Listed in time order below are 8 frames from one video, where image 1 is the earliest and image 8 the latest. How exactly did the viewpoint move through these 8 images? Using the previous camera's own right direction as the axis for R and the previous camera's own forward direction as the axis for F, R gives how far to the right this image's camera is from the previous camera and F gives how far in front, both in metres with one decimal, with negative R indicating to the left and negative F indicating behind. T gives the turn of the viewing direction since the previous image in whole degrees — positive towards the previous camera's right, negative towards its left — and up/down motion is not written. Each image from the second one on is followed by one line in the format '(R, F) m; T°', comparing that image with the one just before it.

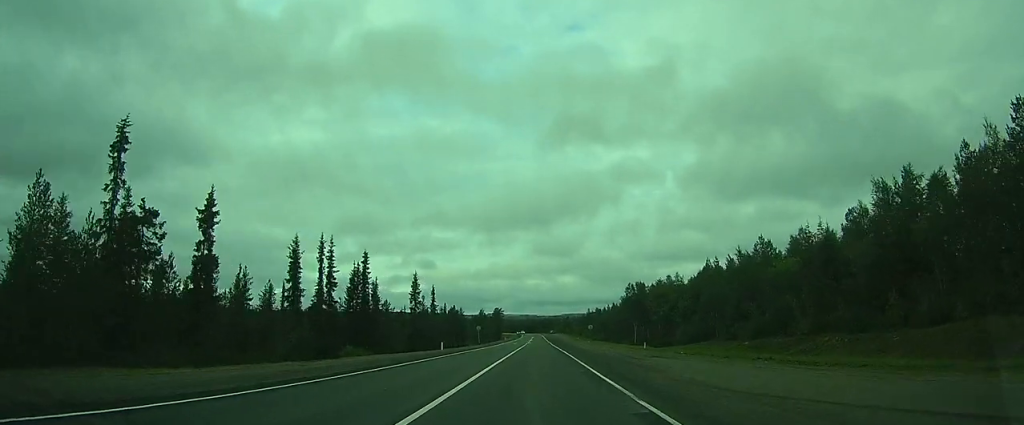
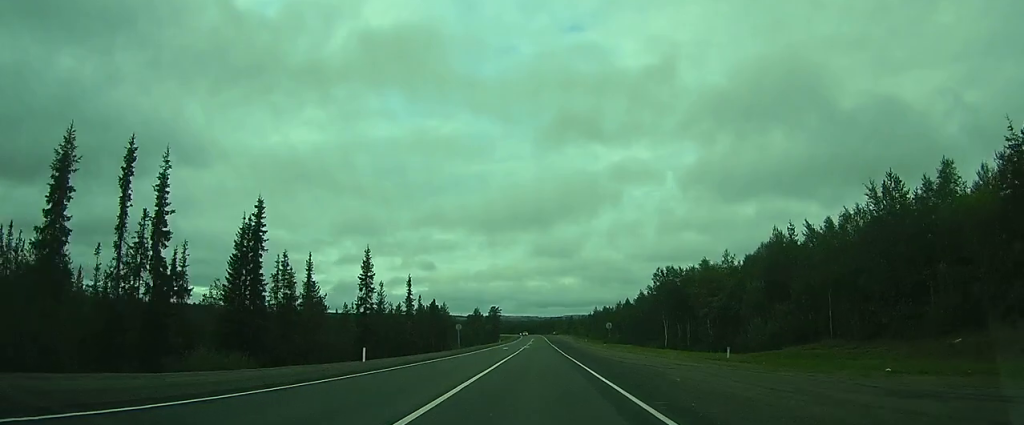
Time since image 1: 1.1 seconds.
(-0.4, +24.4) m; 0°
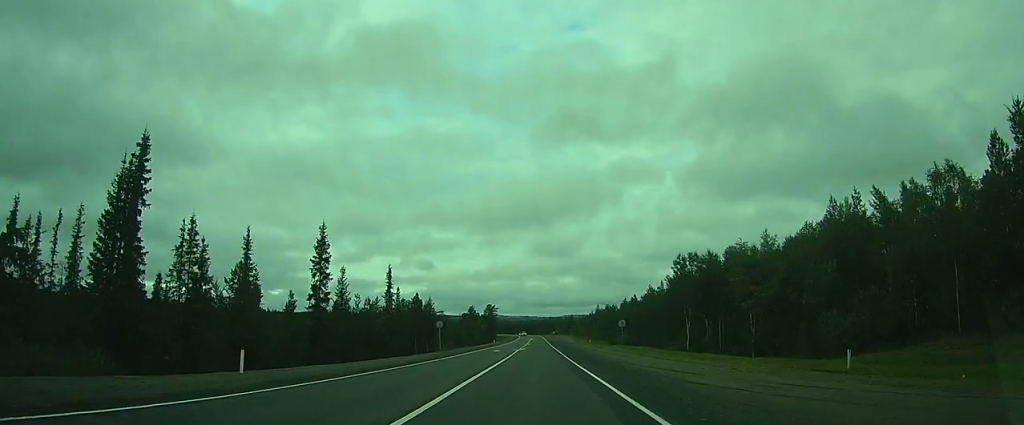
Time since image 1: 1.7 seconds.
(0.0, +12.7) m; +1°
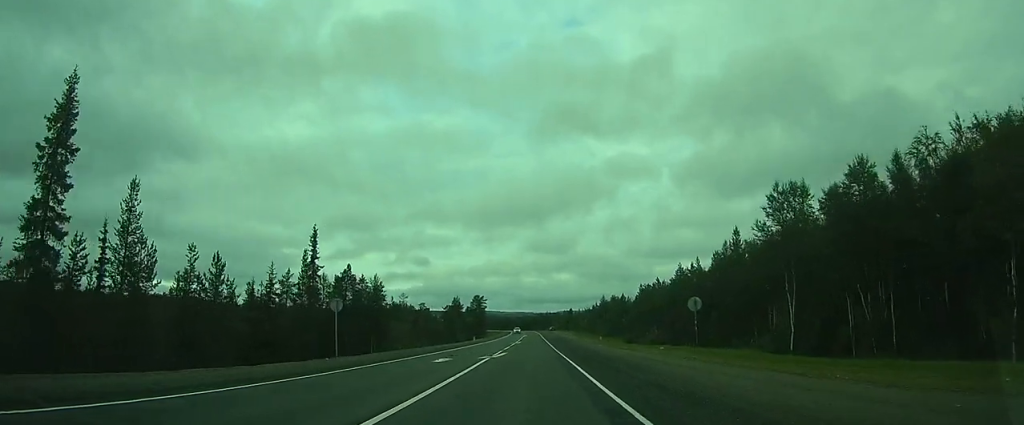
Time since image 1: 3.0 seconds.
(+0.6, +29.3) m; +1°
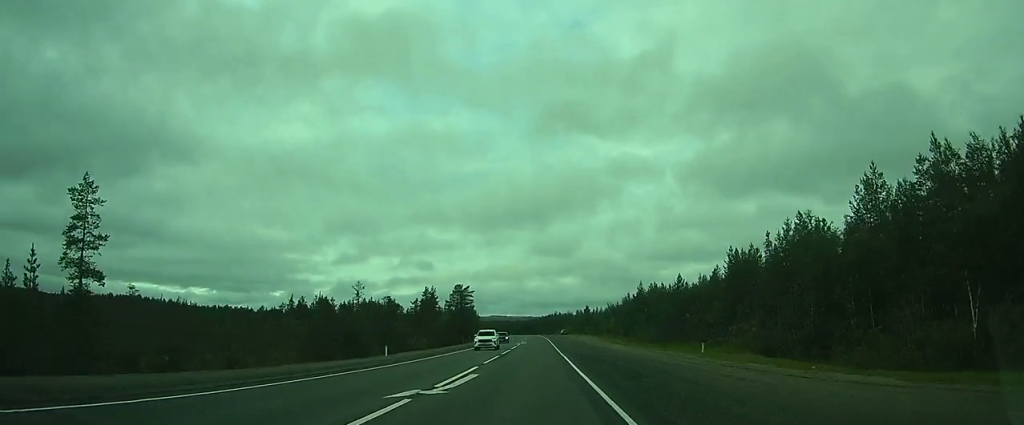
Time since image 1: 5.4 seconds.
(+0.2, +55.2) m; +1°
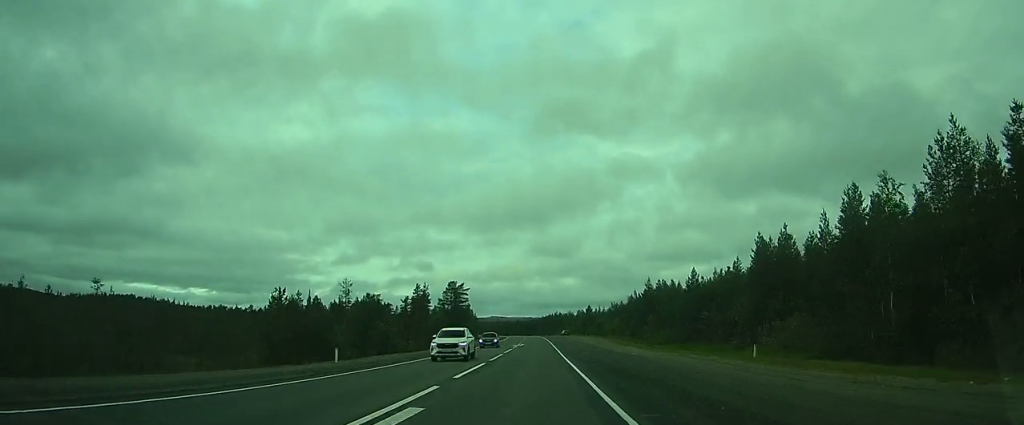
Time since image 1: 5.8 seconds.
(+0.3, +9.1) m; 0°
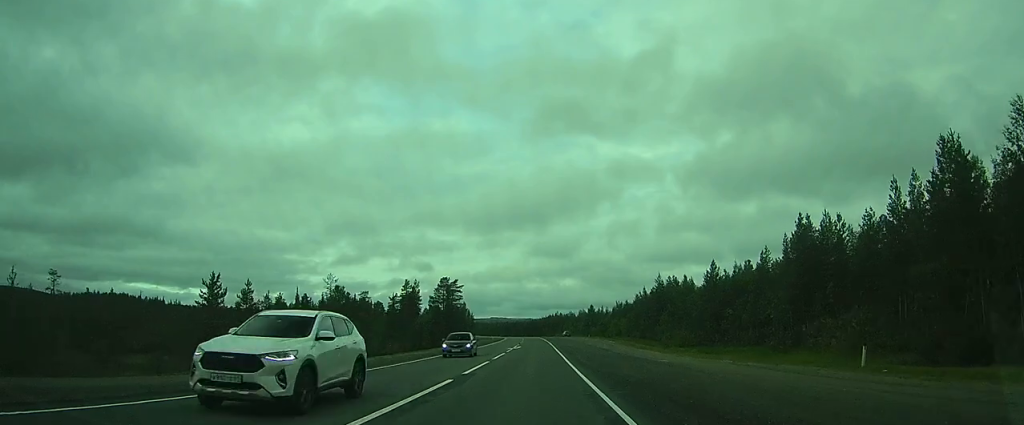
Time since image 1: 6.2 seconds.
(-0.4, +9.9) m; 0°
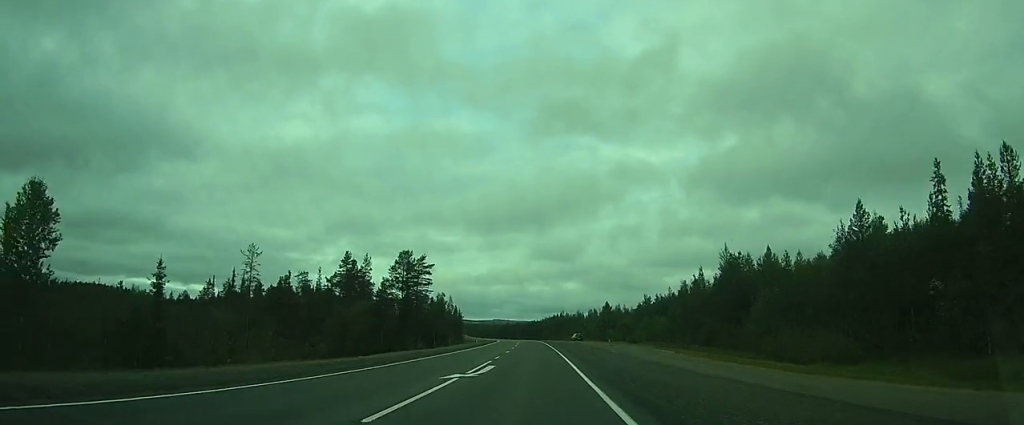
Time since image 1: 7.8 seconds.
(+0.1, +36.2) m; +1°
